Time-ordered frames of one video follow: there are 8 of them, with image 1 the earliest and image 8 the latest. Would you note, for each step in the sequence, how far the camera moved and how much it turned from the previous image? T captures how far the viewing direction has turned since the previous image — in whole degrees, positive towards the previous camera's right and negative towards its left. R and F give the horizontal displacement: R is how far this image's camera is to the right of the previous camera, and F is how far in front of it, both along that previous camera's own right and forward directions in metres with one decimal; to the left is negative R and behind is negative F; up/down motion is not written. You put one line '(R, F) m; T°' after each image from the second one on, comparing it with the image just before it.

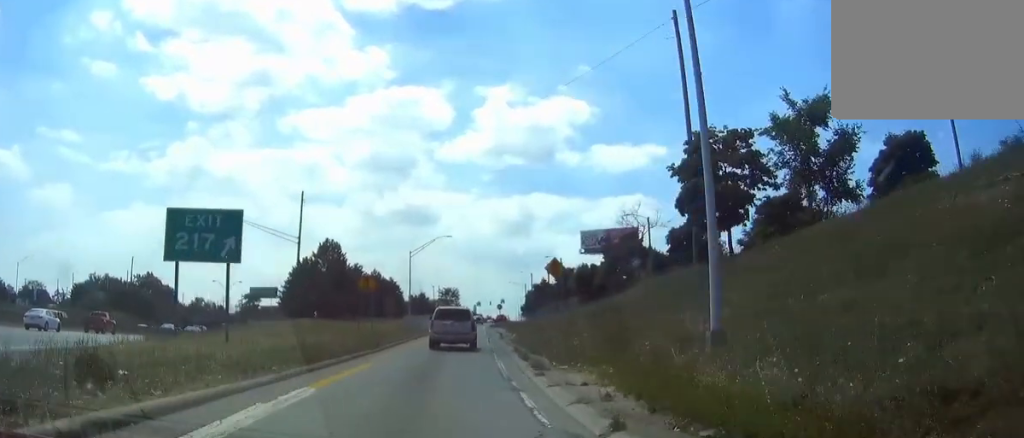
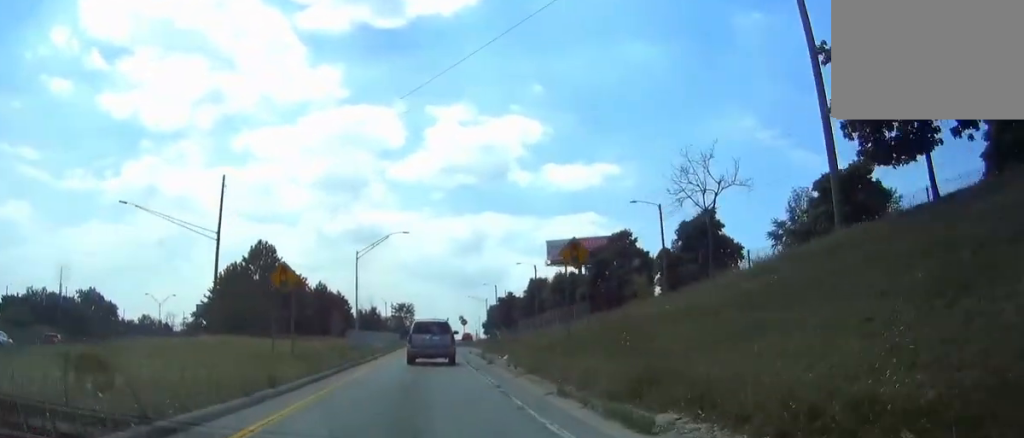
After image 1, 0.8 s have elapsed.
(+0.5, +15.6) m; +3°
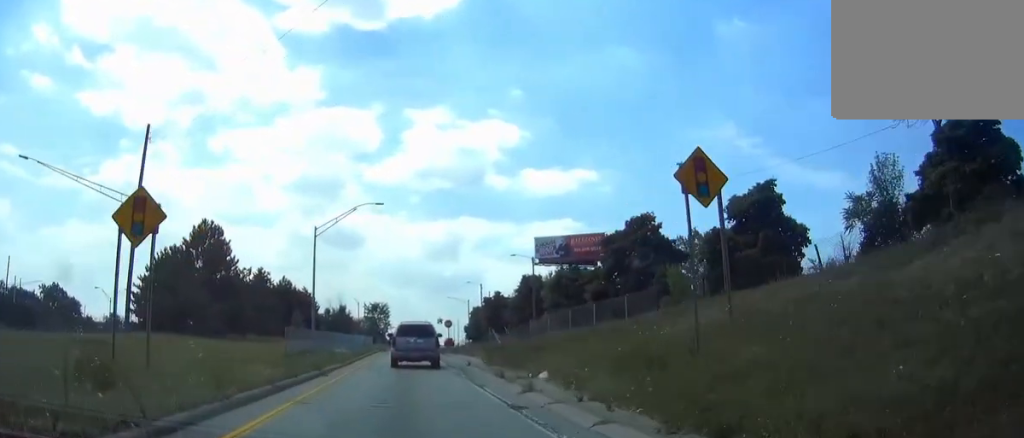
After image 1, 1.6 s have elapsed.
(+0.2, +14.2) m; +2°
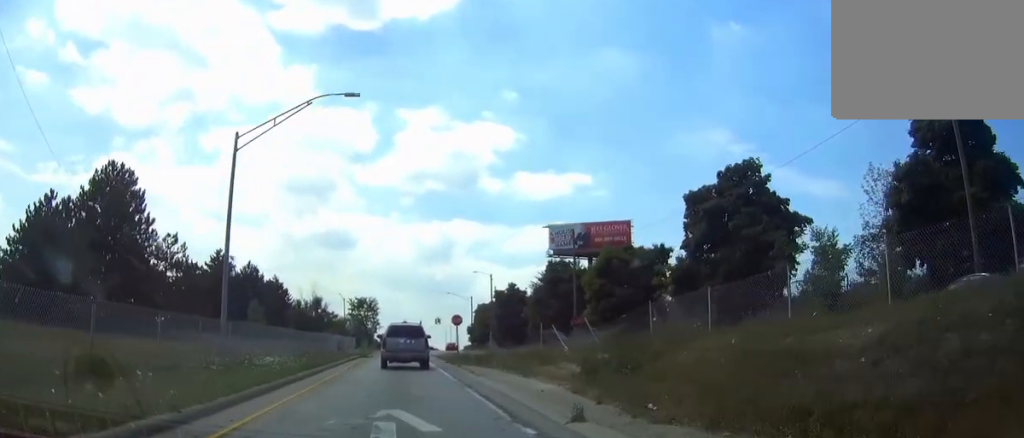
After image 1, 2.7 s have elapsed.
(+0.6, +20.4) m; +2°
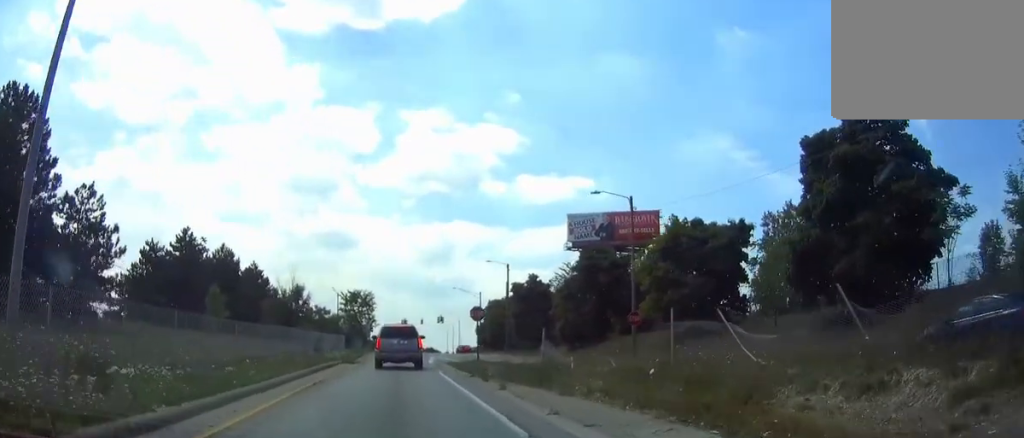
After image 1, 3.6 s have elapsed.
(0.0, +13.5) m; +1°
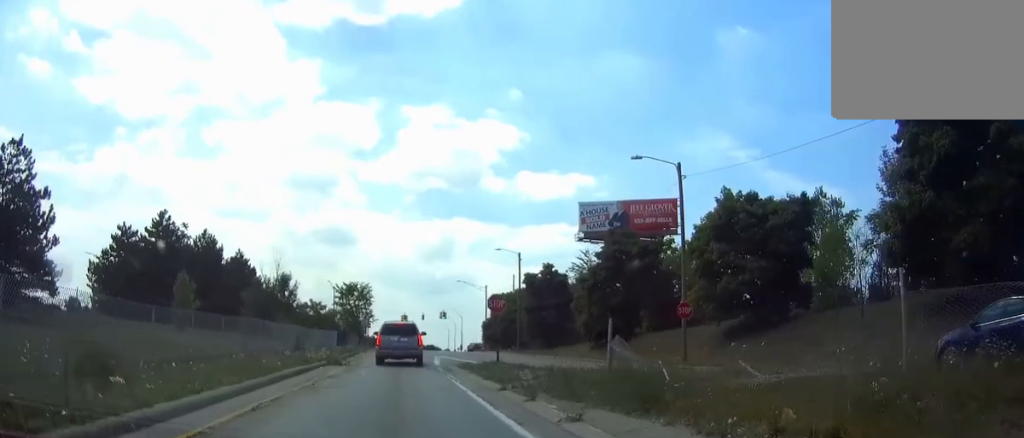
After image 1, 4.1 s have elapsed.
(0.0, +7.1) m; +1°
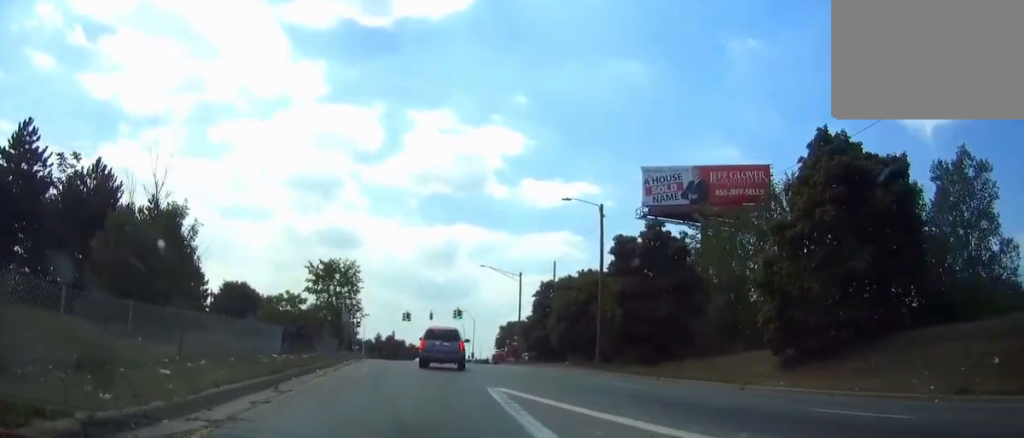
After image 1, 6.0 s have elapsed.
(+0.6, +26.8) m; +1°
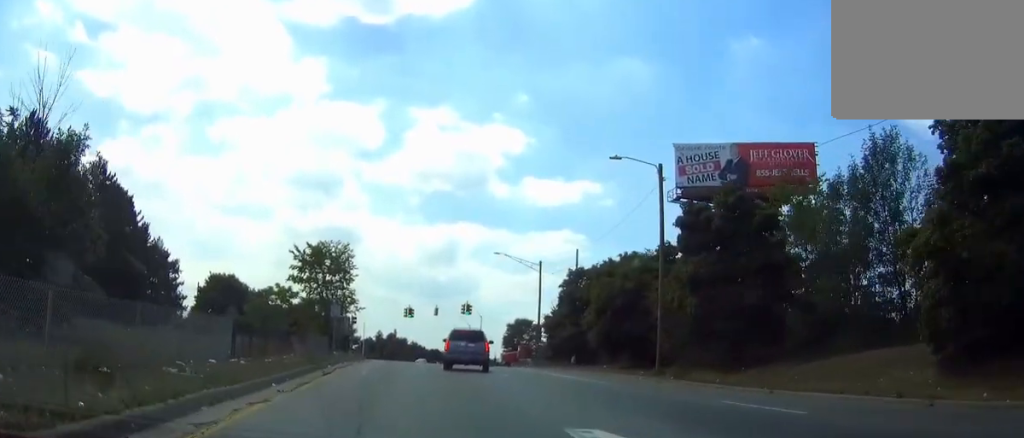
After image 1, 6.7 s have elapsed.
(-0.1, +9.0) m; -1°
